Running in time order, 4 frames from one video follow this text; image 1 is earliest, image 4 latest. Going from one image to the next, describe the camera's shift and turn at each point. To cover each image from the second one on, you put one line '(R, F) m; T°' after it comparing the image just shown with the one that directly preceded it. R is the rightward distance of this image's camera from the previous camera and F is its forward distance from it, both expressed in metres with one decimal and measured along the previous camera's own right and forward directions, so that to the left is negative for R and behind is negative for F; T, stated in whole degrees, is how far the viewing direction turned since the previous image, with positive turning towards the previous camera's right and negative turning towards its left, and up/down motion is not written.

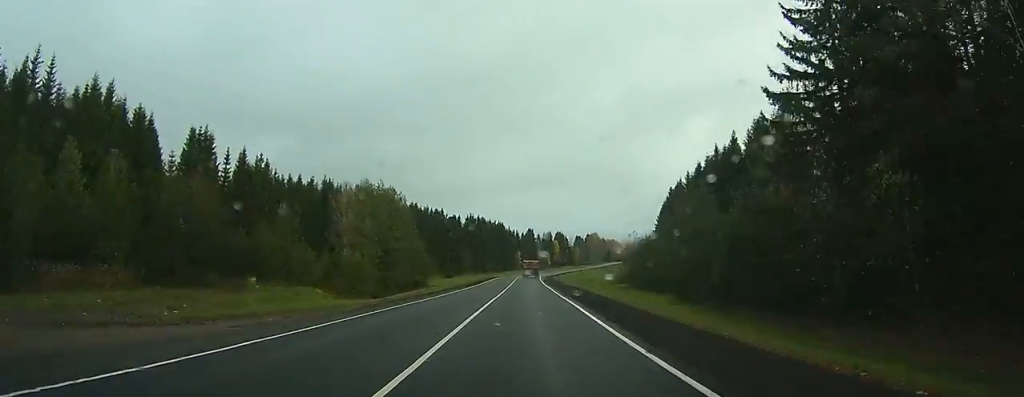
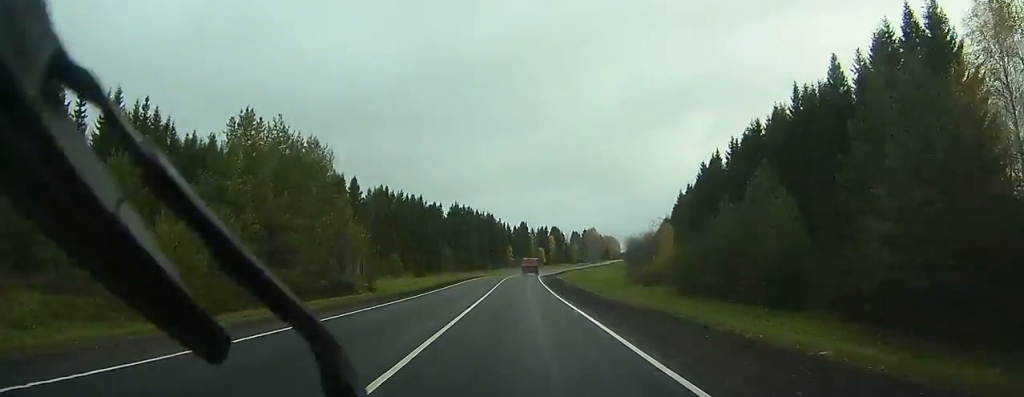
(+0.3, +31.7) m; +1°
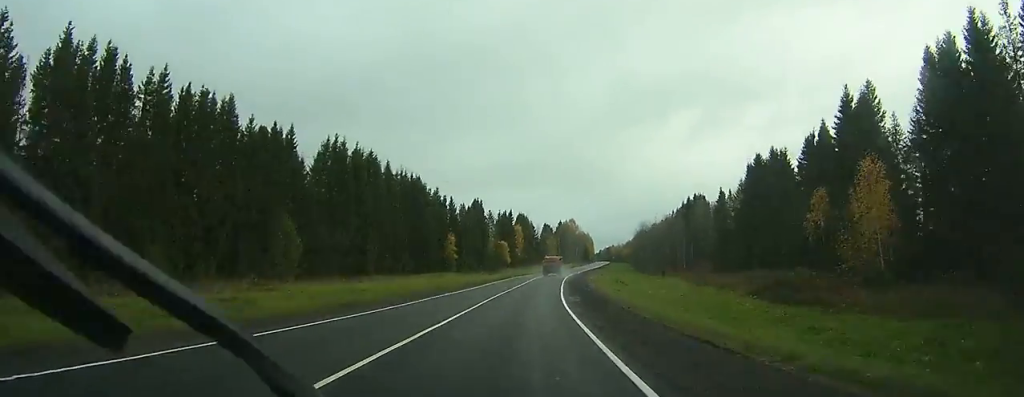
(+2.4, +99.5) m; +4°
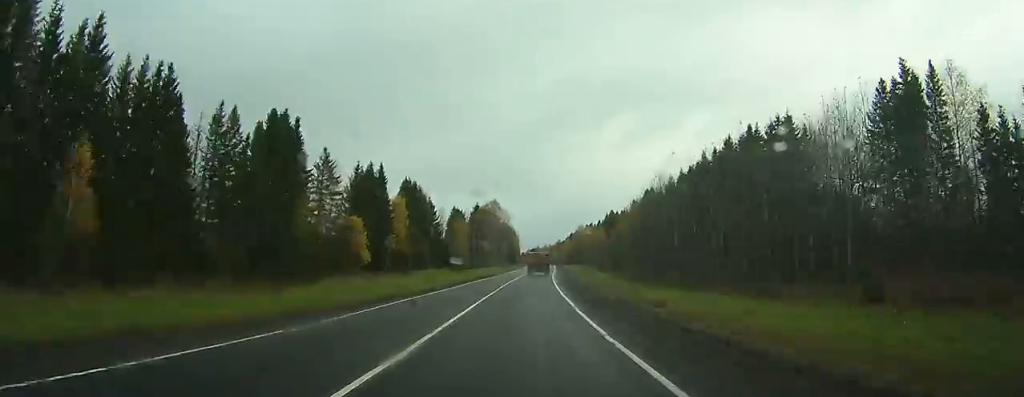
(+6.1, +100.0) m; +7°
